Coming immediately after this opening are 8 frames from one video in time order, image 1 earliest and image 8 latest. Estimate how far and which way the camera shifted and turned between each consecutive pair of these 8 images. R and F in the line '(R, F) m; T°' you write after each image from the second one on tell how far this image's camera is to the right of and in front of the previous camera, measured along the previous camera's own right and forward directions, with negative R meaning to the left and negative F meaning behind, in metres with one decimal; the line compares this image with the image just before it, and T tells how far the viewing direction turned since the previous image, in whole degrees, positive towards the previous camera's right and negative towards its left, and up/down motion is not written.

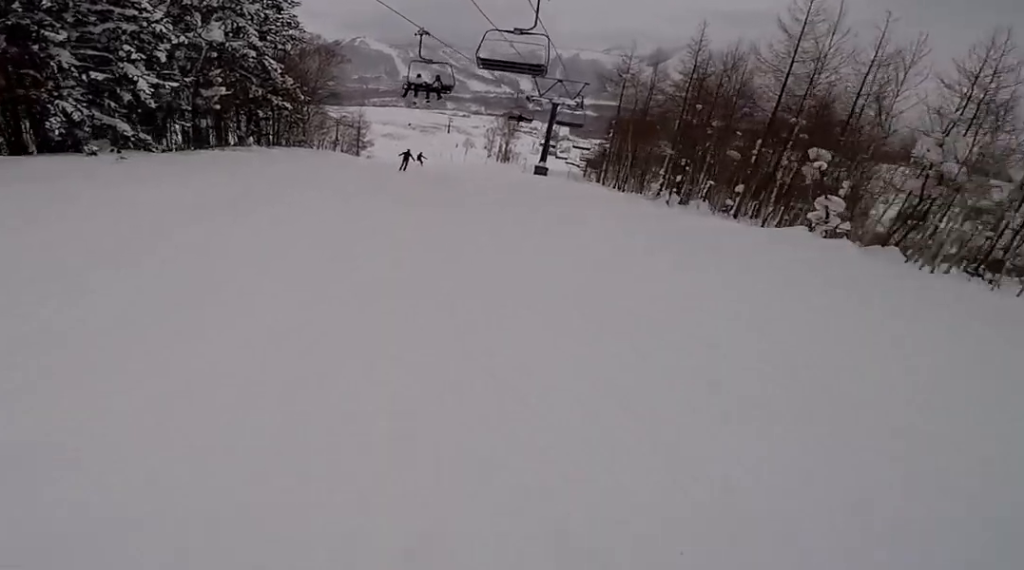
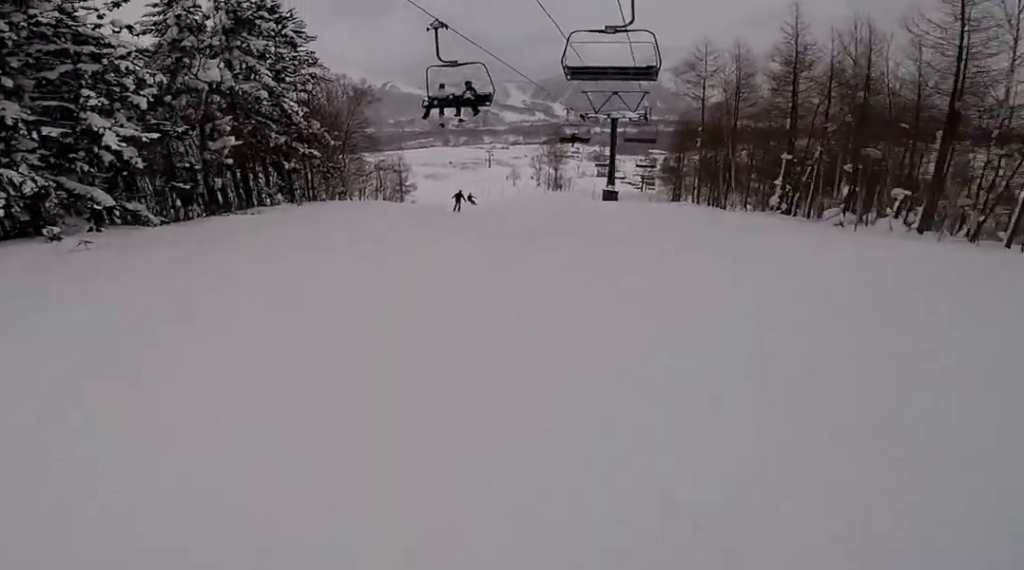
(-0.3, +5.0) m; -3°
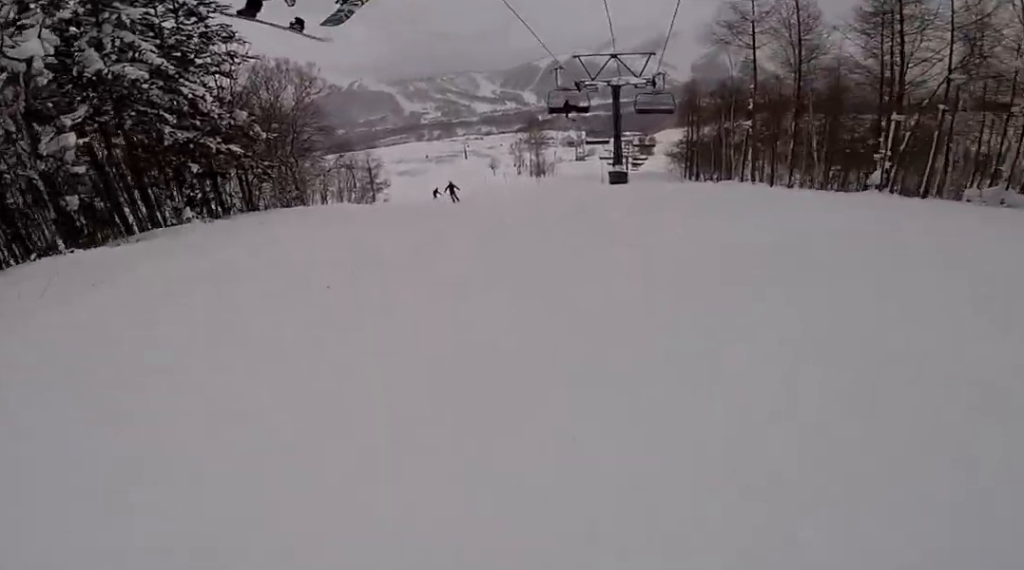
(-0.1, +6.9) m; +2°
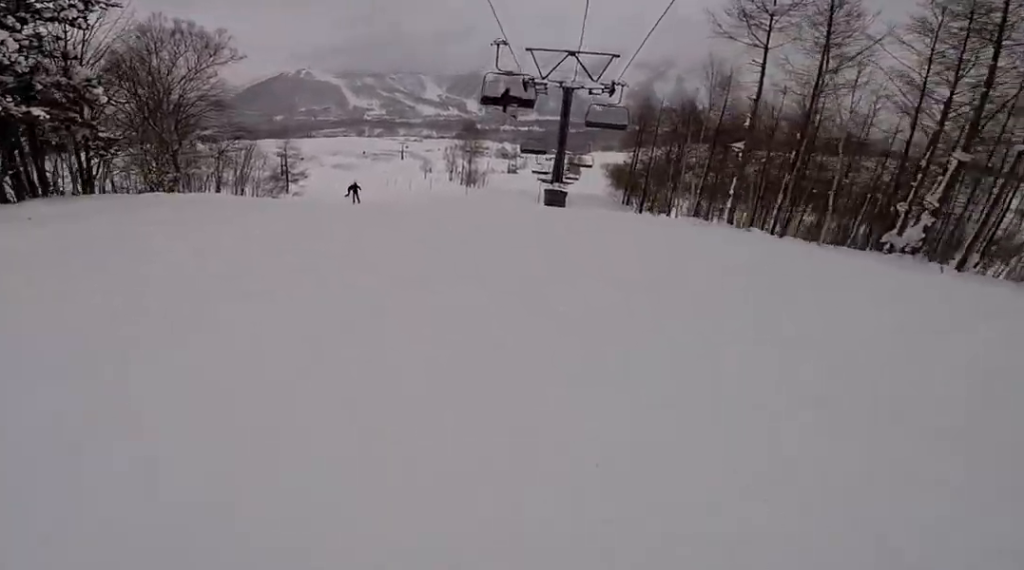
(+0.2, +6.0) m; +2°
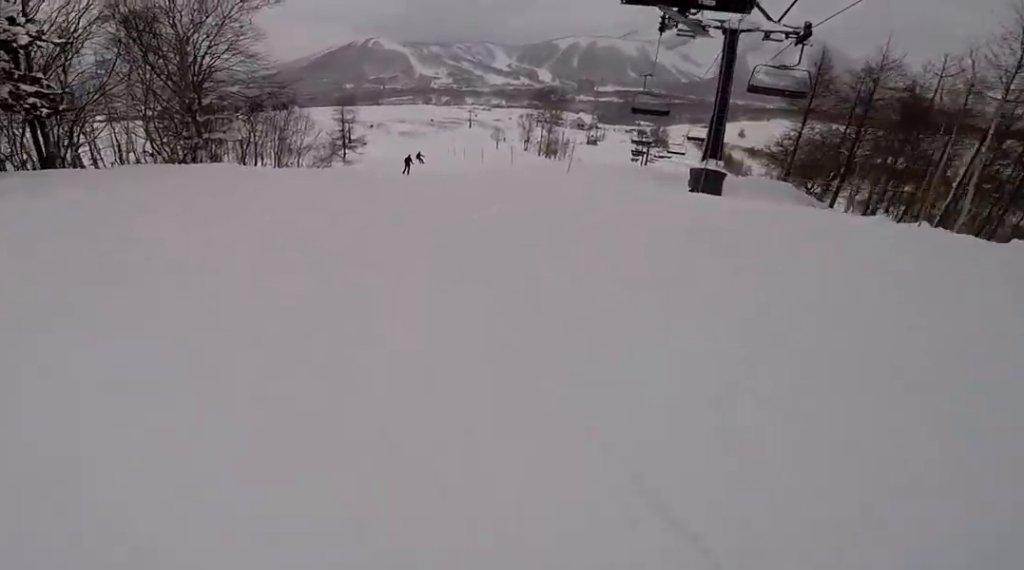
(+0.2, +8.0) m; -1°
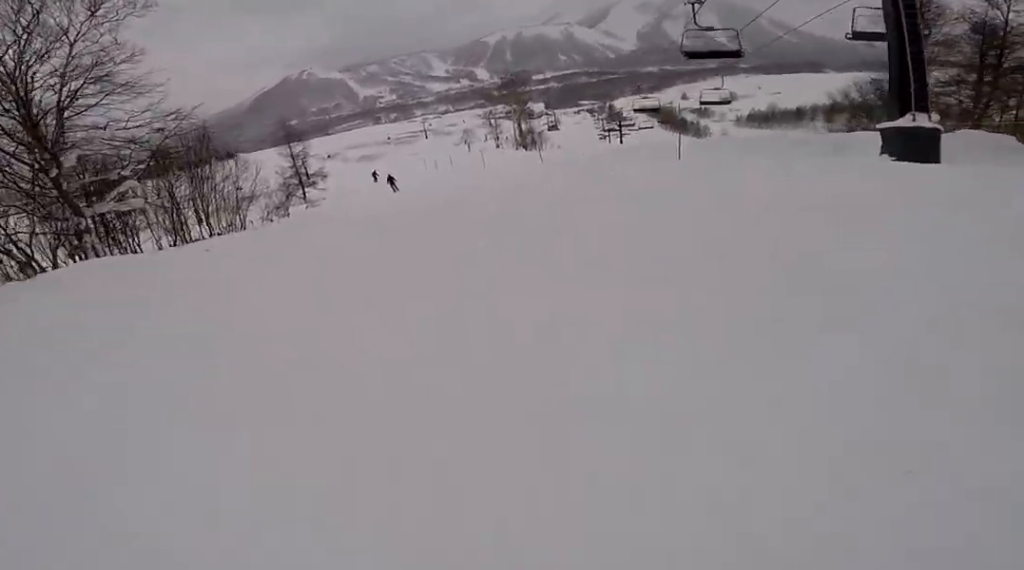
(-0.5, +9.2) m; -2°
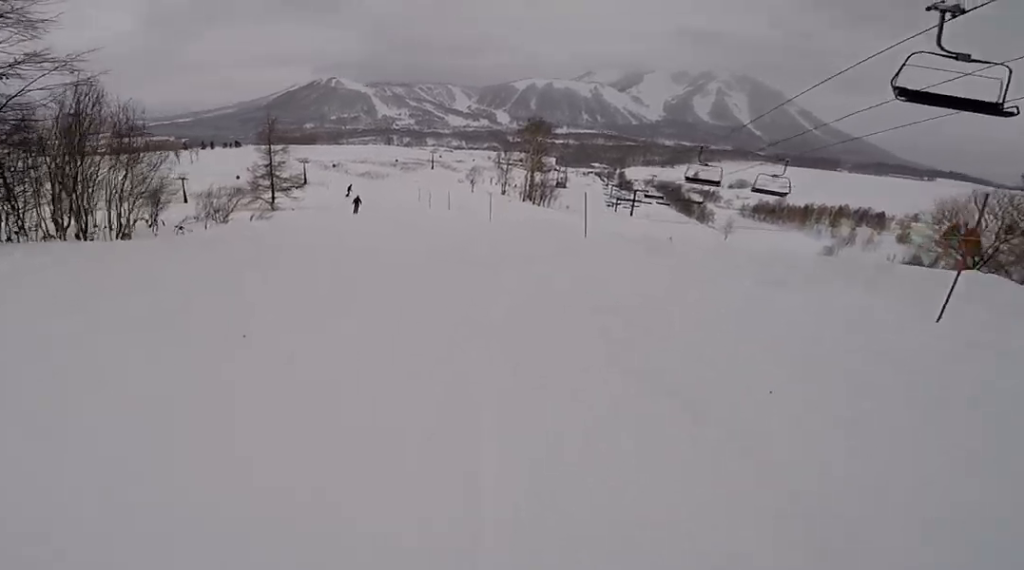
(+0.1, +7.8) m; +1°
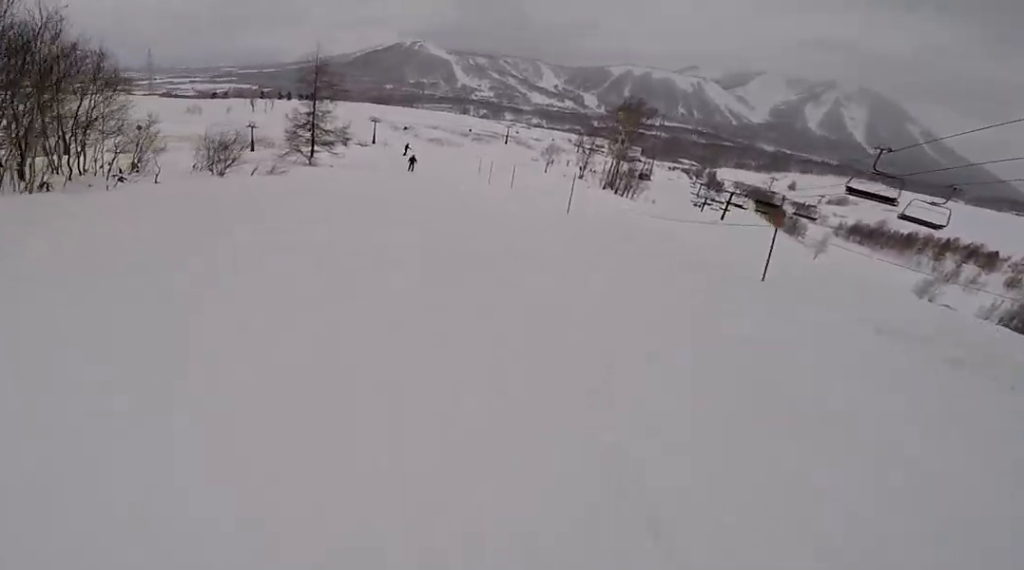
(+0.6, +6.2) m; -4°
